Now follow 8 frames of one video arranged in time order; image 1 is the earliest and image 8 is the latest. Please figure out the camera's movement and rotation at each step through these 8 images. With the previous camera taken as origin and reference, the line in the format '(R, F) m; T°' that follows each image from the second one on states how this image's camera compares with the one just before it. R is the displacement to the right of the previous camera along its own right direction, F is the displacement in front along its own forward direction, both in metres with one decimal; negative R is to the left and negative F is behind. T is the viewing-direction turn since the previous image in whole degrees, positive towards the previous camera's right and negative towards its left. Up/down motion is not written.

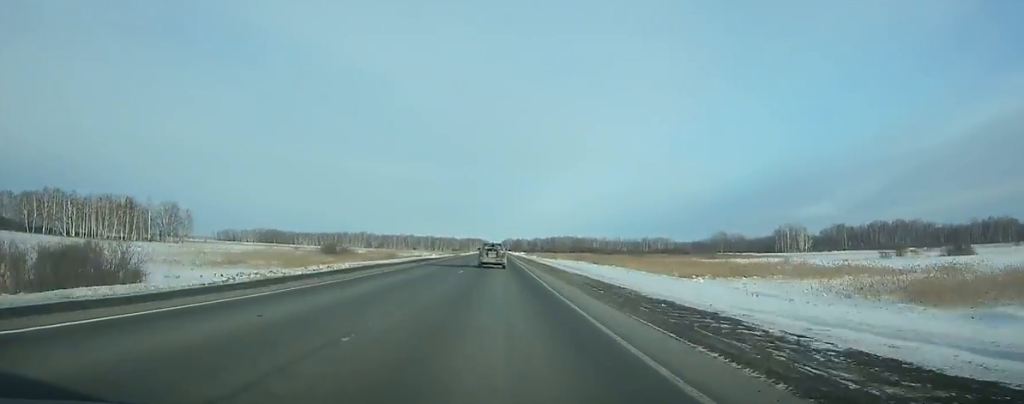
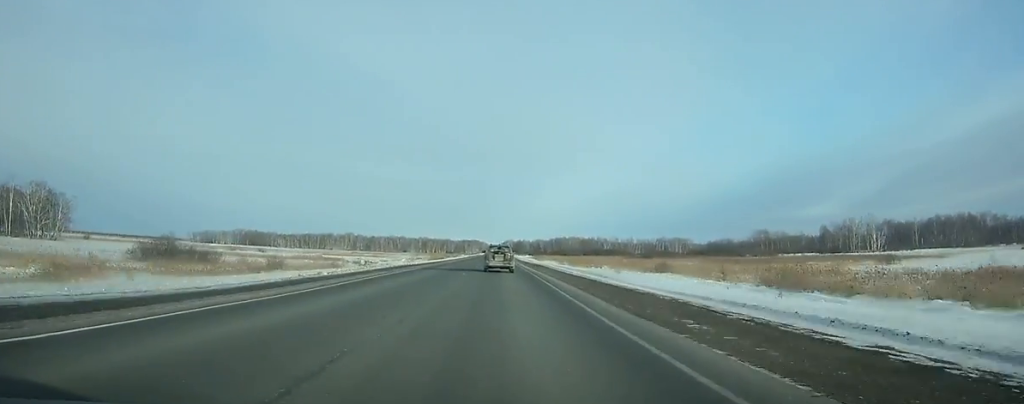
(-0.1, +85.2) m; 0°
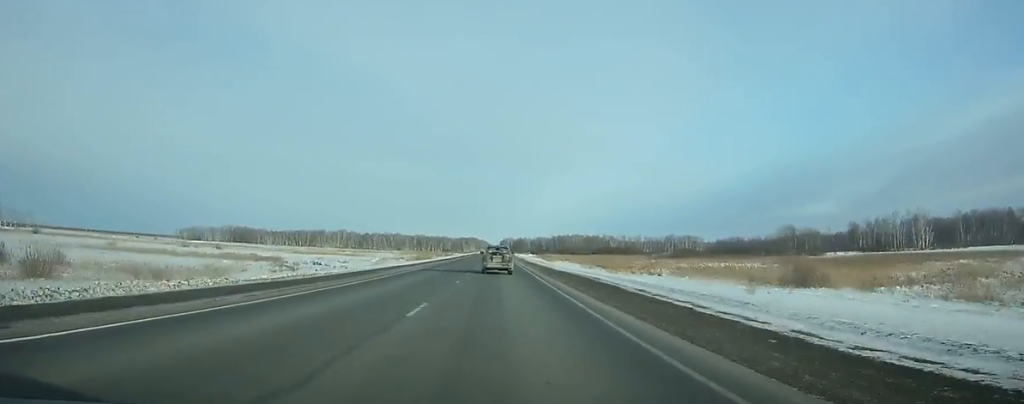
(0.0, +42.6) m; 0°
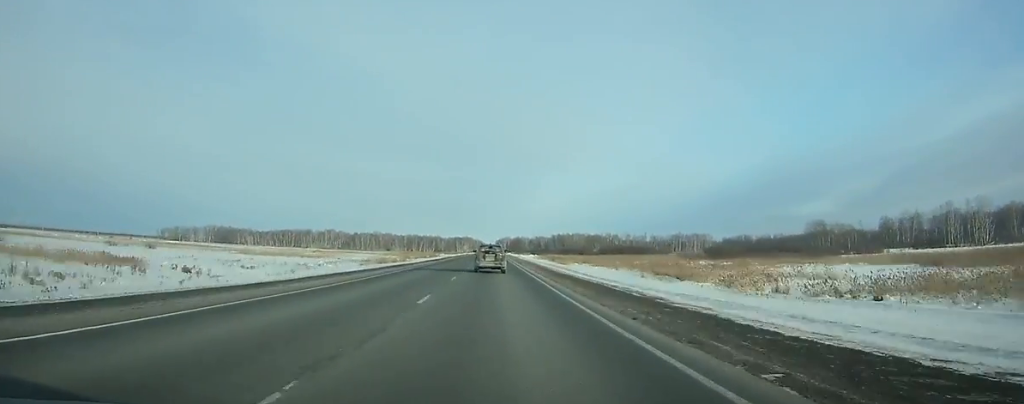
(0.0, +45.1) m; 0°
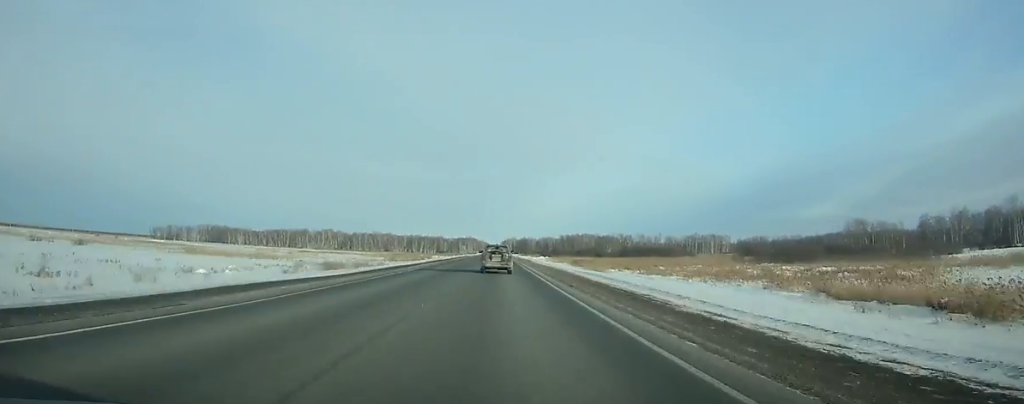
(0.0, +37.5) m; 0°
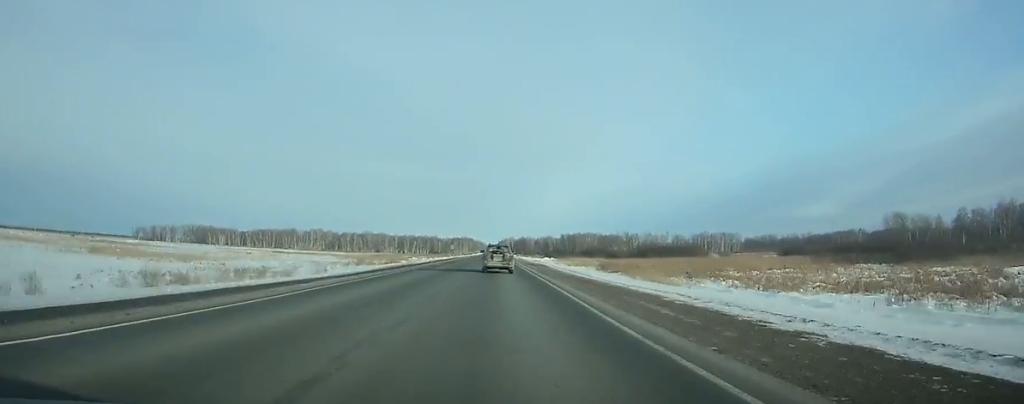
(+0.1, +37.5) m; 0°
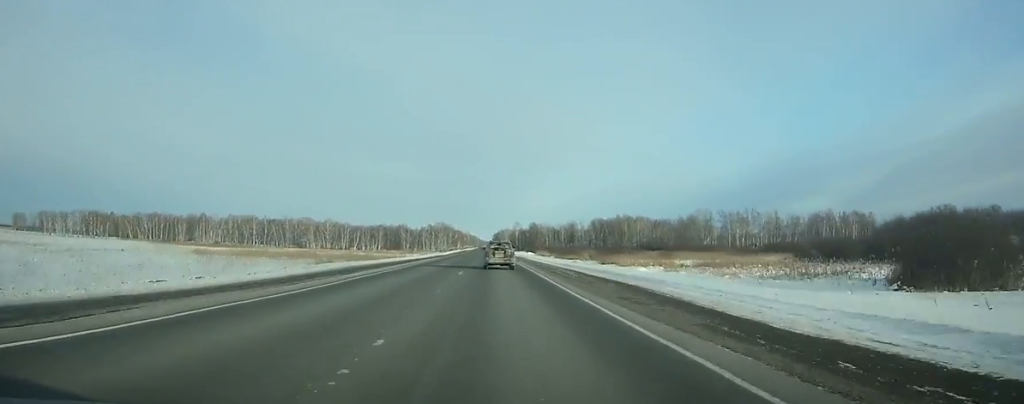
(+0.6, +233.2) m; 0°
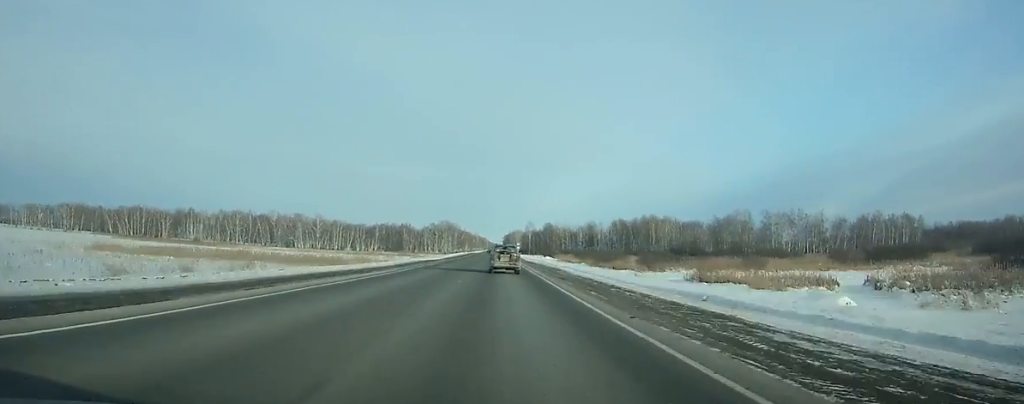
(0.0, +39.2) m; 0°
